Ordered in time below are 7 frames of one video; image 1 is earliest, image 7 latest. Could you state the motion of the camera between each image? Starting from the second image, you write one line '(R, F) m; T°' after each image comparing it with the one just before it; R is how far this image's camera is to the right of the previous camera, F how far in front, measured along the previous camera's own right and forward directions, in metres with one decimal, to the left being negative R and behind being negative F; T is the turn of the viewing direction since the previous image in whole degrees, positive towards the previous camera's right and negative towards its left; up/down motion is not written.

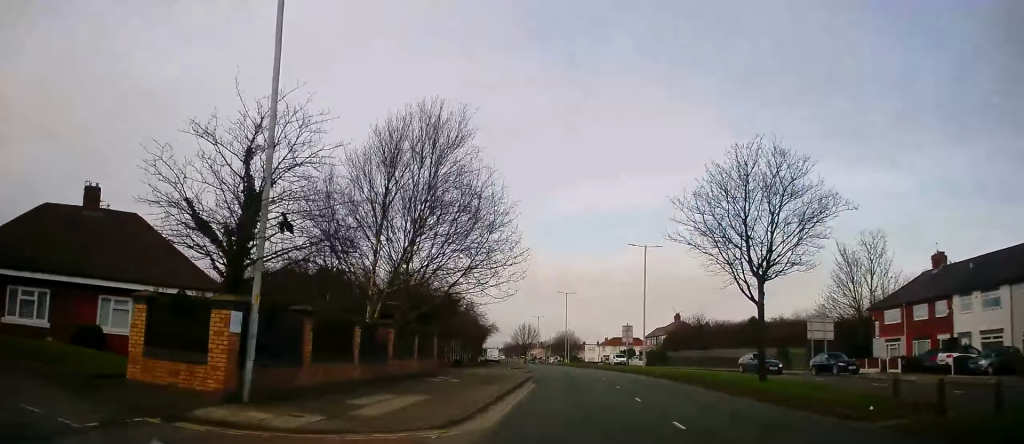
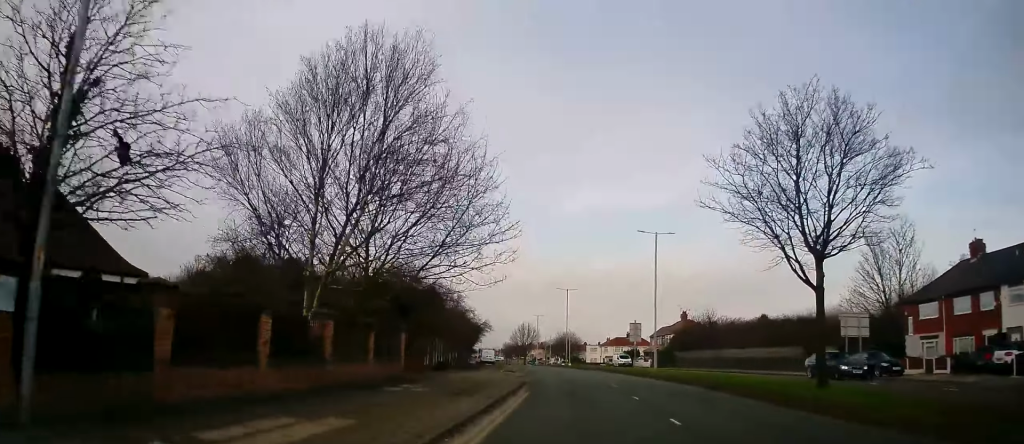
(0.0, +5.5) m; 0°
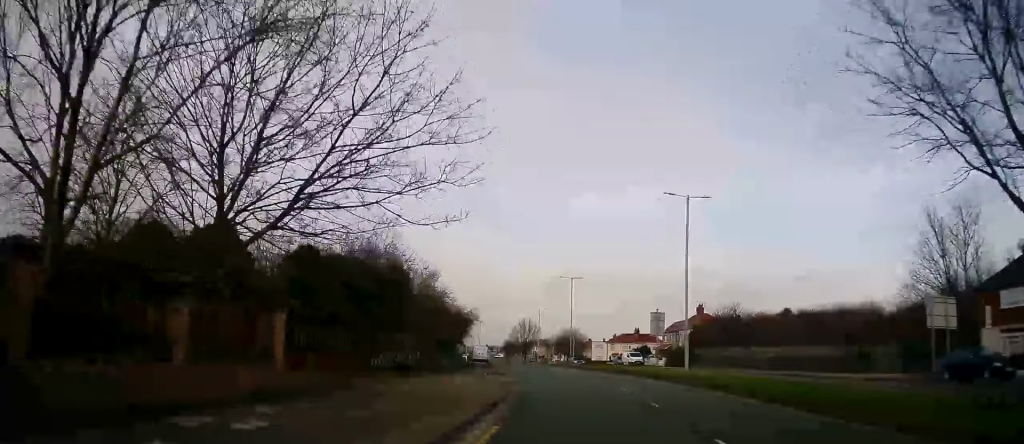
(0.0, +9.6) m; 0°
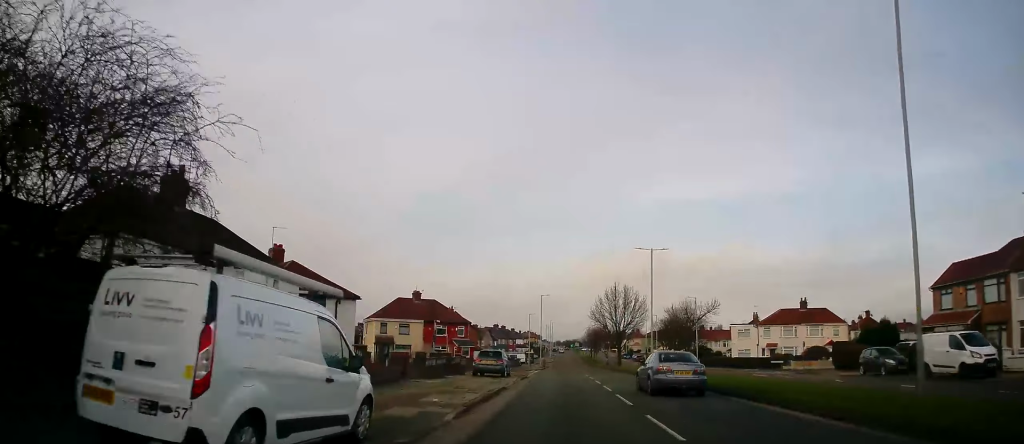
(-4.1, +58.2) m; -8°
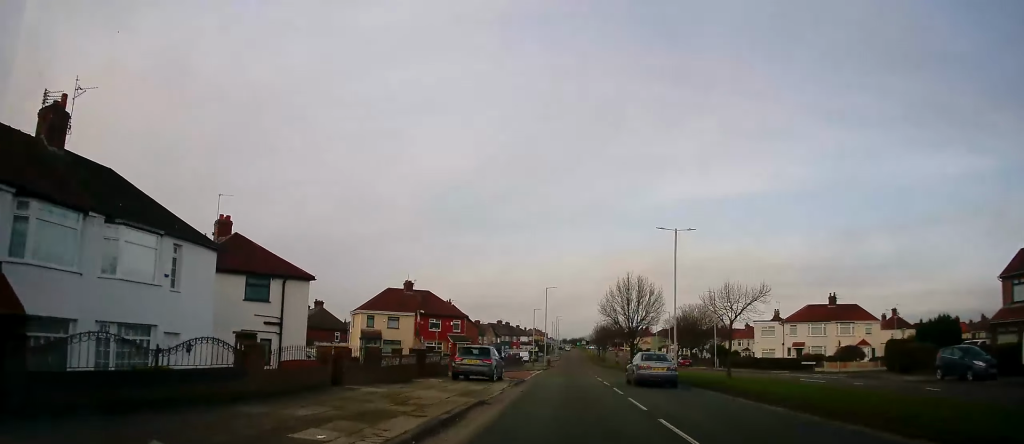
(0.0, +7.3) m; 0°
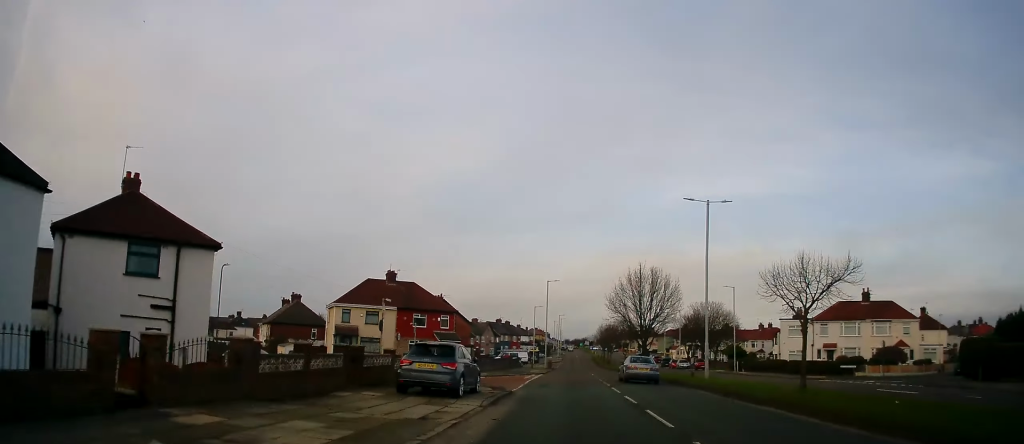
(0.0, +8.2) m; 0°
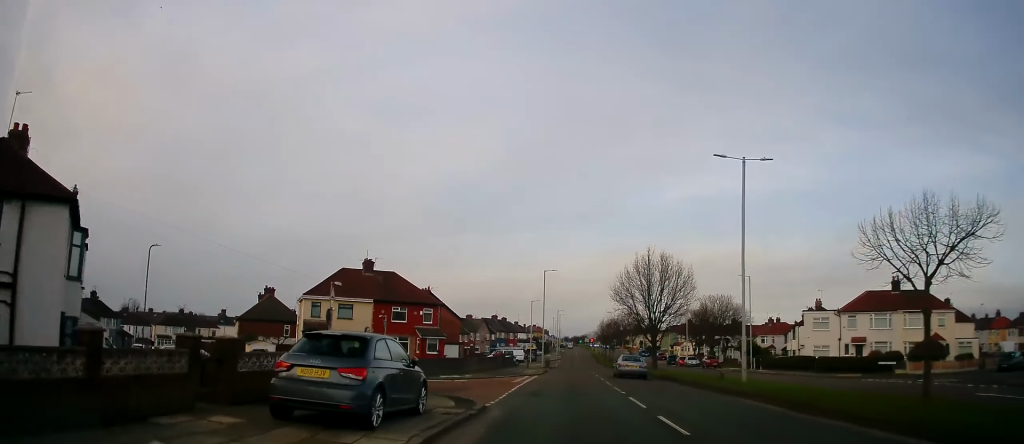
(0.0, +6.8) m; 0°
